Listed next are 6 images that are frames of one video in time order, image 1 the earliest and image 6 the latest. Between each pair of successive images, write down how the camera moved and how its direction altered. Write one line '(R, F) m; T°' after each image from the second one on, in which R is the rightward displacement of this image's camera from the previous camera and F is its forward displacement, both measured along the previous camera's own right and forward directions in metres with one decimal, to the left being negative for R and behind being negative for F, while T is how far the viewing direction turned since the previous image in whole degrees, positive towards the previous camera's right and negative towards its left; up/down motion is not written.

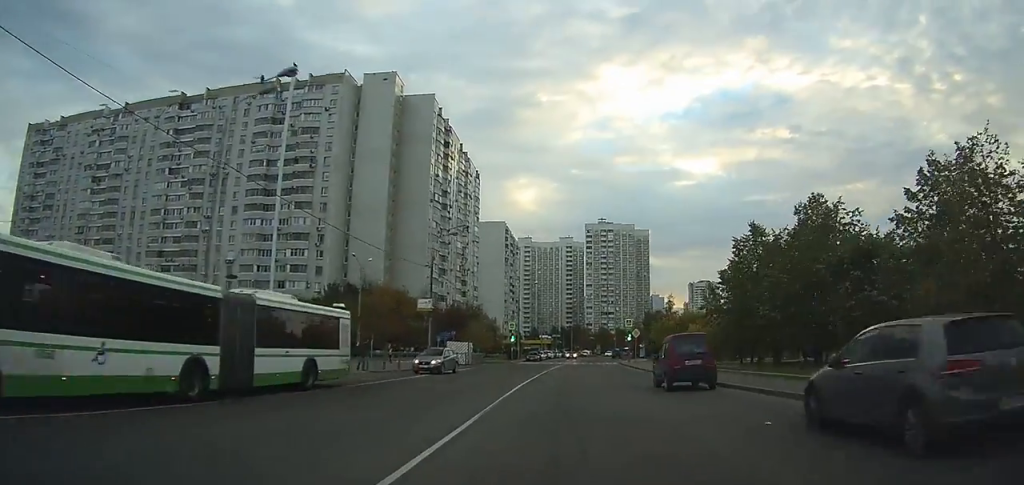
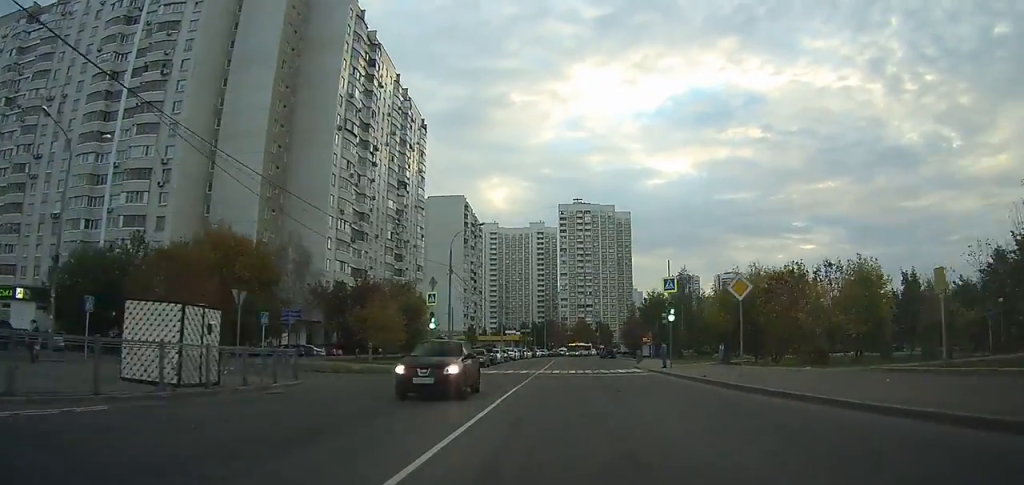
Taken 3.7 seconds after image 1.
(-1.2, +34.7) m; -6°
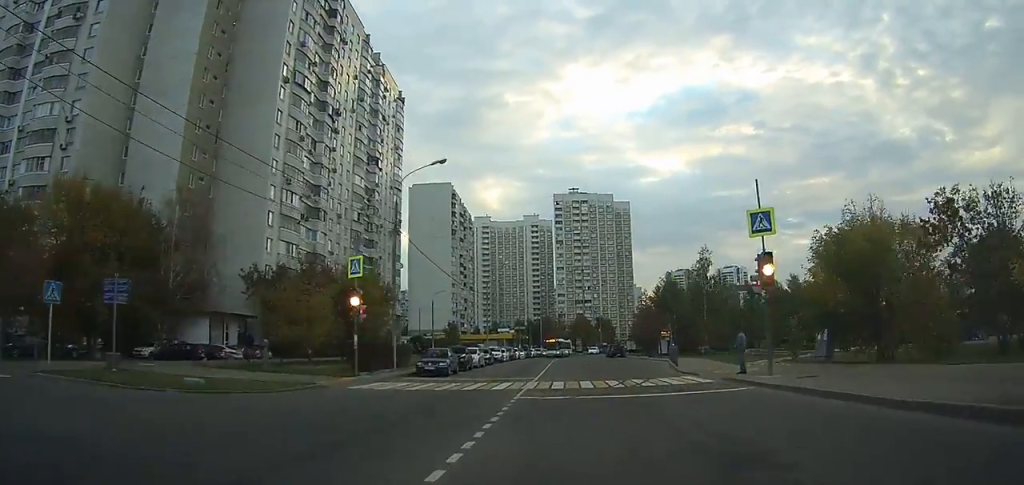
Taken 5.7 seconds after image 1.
(-0.9, +13.4) m; -18°
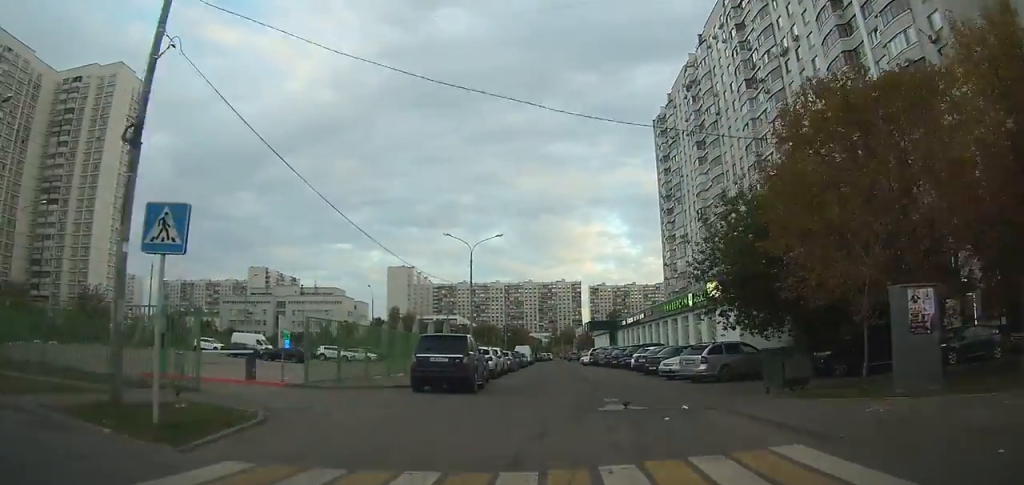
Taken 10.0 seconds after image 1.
(-10.6, +16.7) m; -58°
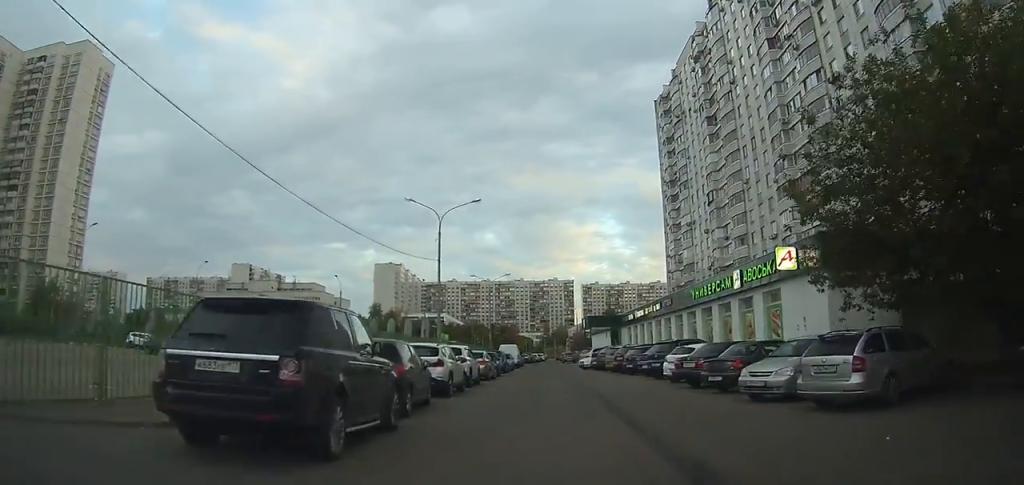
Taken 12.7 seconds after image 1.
(-1.0, +12.0) m; -4°
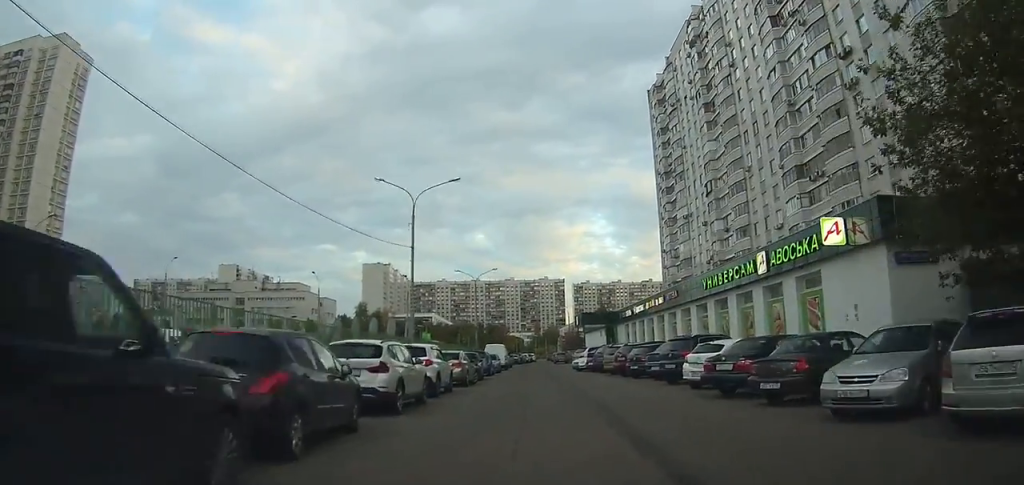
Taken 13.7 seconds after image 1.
(0.0, +4.8) m; 0°
